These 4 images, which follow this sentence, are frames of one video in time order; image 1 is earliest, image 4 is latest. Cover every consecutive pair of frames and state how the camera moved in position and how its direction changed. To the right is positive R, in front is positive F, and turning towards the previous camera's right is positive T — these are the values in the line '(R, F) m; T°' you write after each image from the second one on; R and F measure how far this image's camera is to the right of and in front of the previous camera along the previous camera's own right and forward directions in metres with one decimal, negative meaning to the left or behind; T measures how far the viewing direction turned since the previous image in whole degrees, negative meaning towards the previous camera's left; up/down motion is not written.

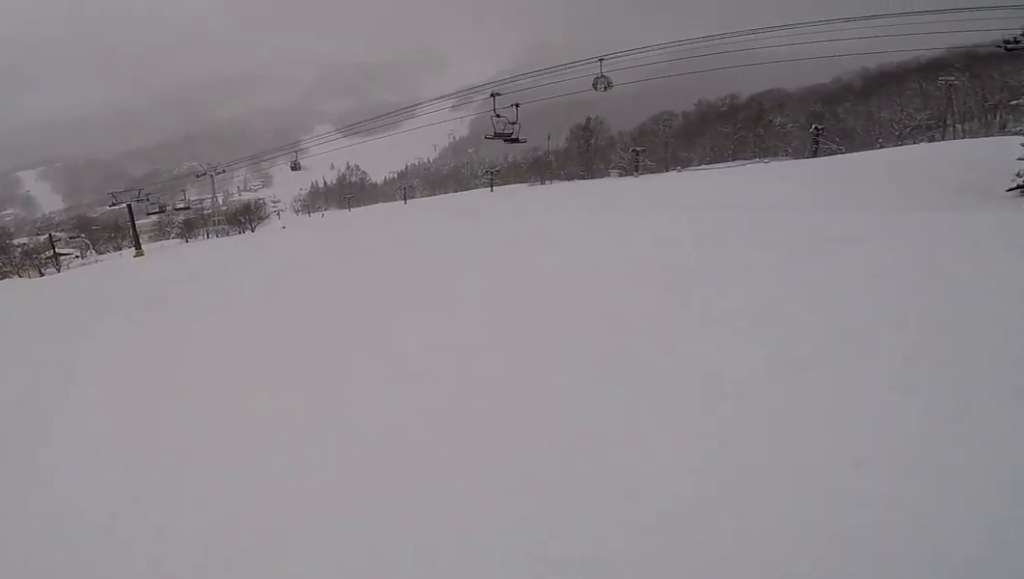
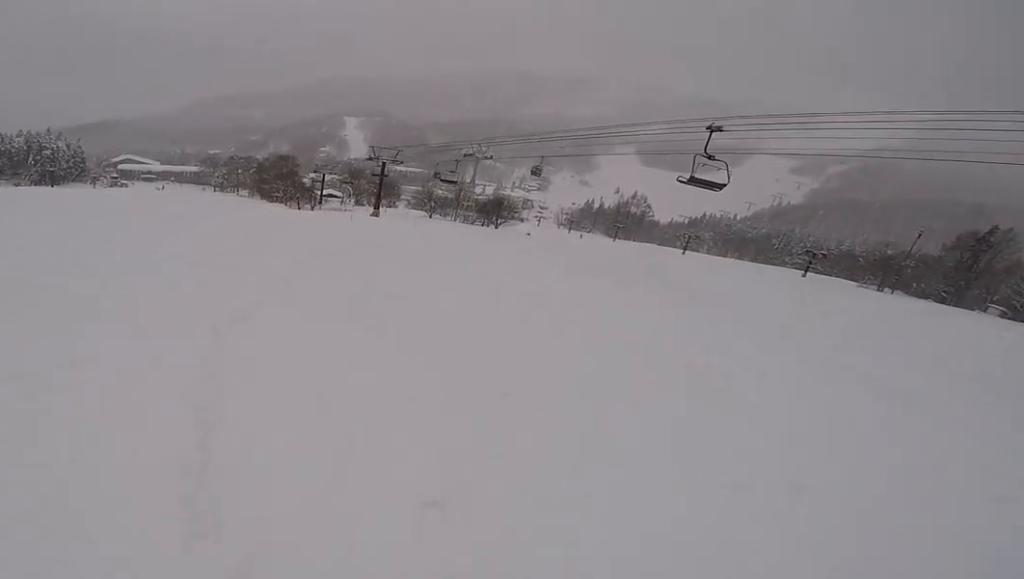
(-1.6, +10.0) m; -19°
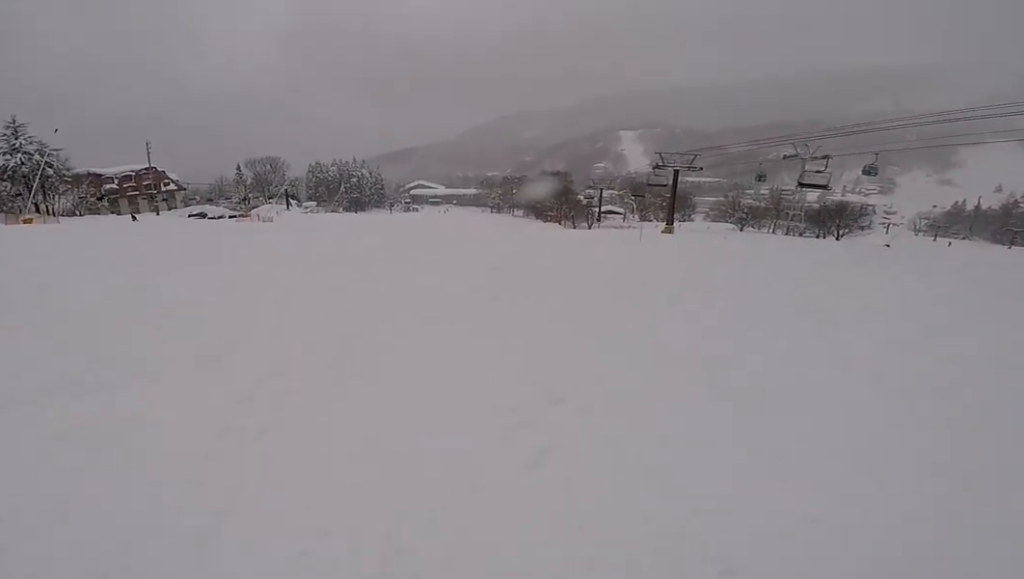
(-1.2, +7.1) m; -8°
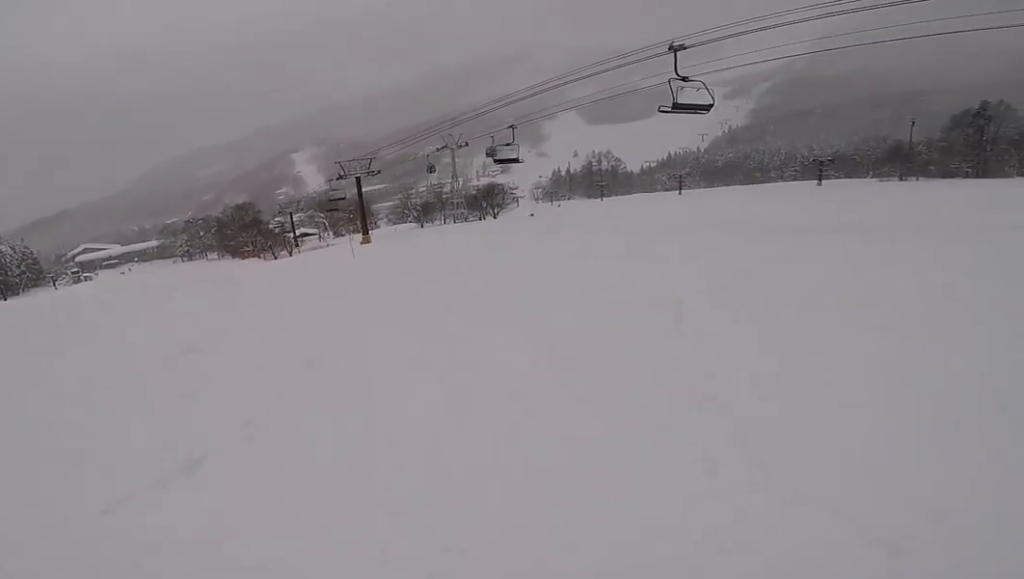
(+0.5, +4.9) m; +9°
